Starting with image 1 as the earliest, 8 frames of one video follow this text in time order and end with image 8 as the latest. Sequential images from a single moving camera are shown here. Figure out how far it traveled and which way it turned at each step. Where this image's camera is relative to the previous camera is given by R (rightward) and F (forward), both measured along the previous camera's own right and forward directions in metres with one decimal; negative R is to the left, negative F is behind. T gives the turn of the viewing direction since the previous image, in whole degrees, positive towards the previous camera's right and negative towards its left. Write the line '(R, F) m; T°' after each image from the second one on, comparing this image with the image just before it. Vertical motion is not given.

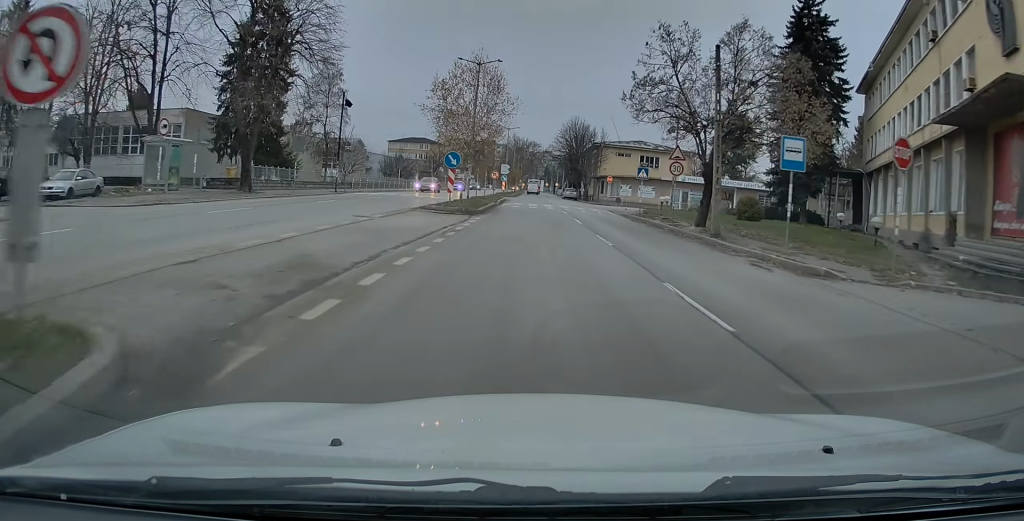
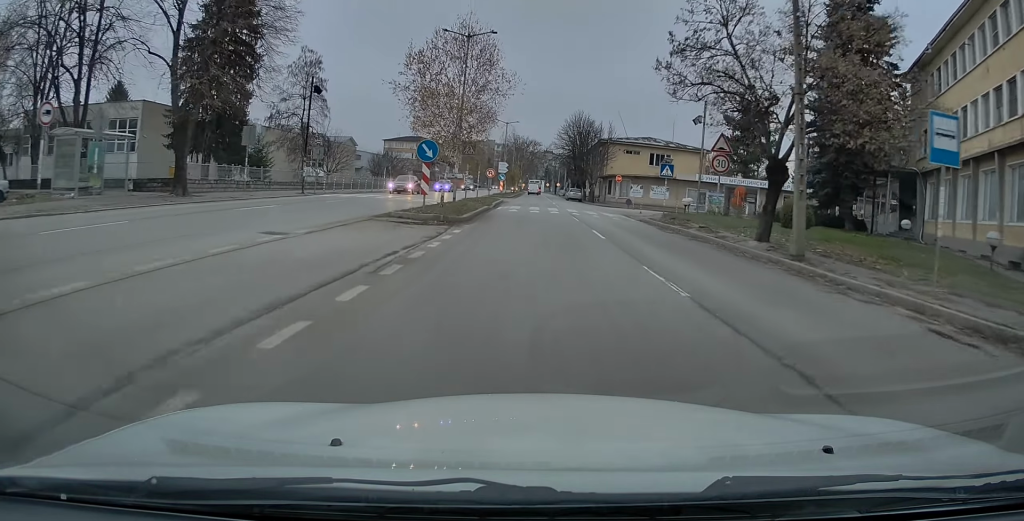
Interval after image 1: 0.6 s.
(+0.1, +6.9) m; 0°
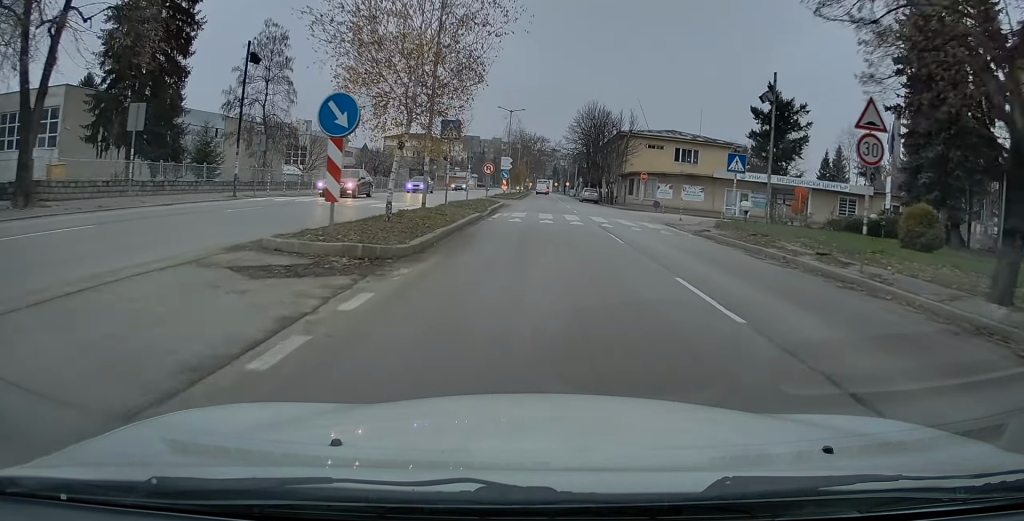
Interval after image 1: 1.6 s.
(-0.1, +10.2) m; -1°
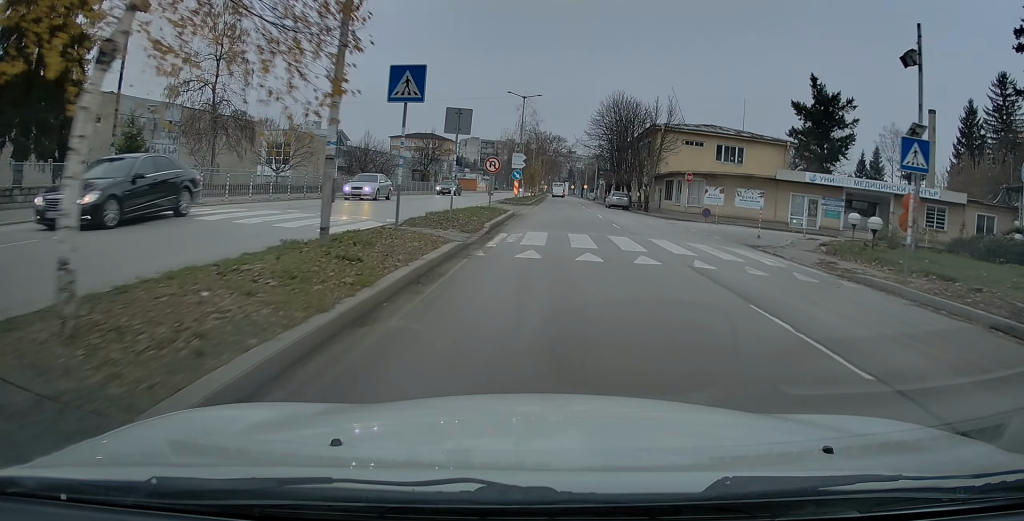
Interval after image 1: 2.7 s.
(-0.1, +10.7) m; 0°
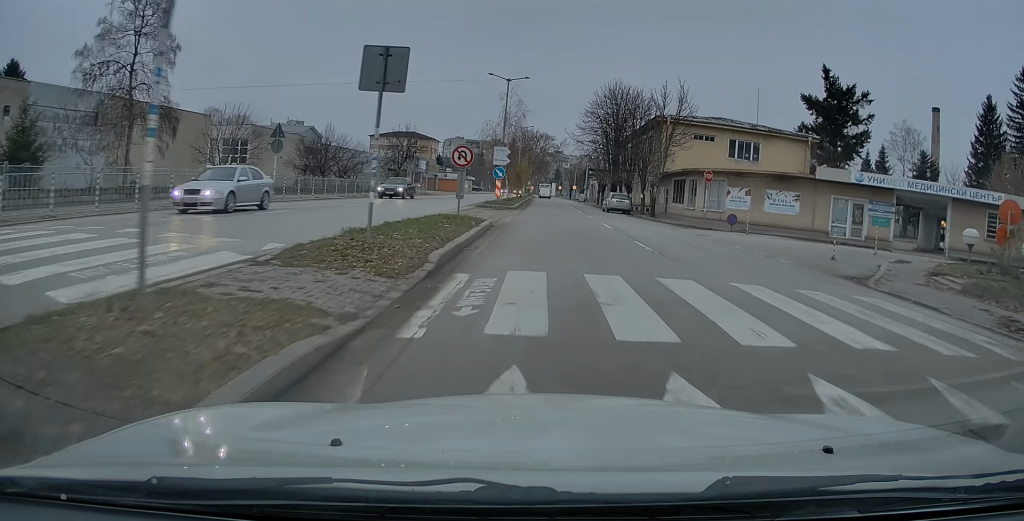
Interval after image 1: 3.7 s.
(0.0, +8.0) m; +1°
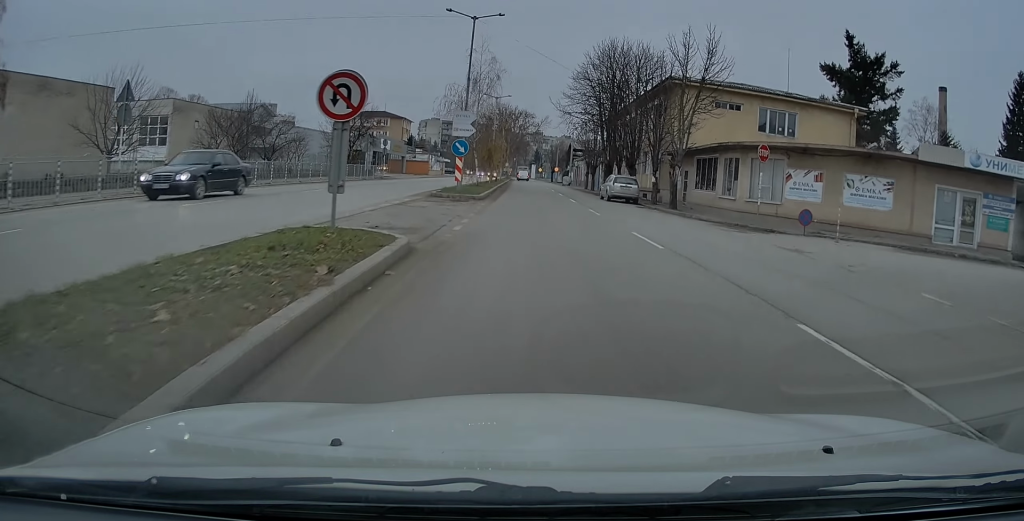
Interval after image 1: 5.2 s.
(+0.3, +11.4) m; +3°
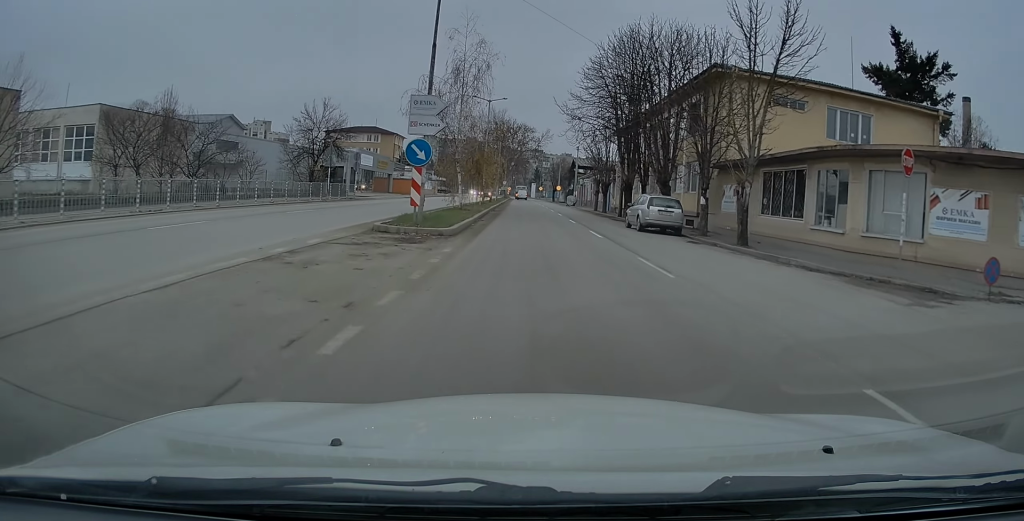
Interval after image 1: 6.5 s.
(+0.2, +10.1) m; 0°
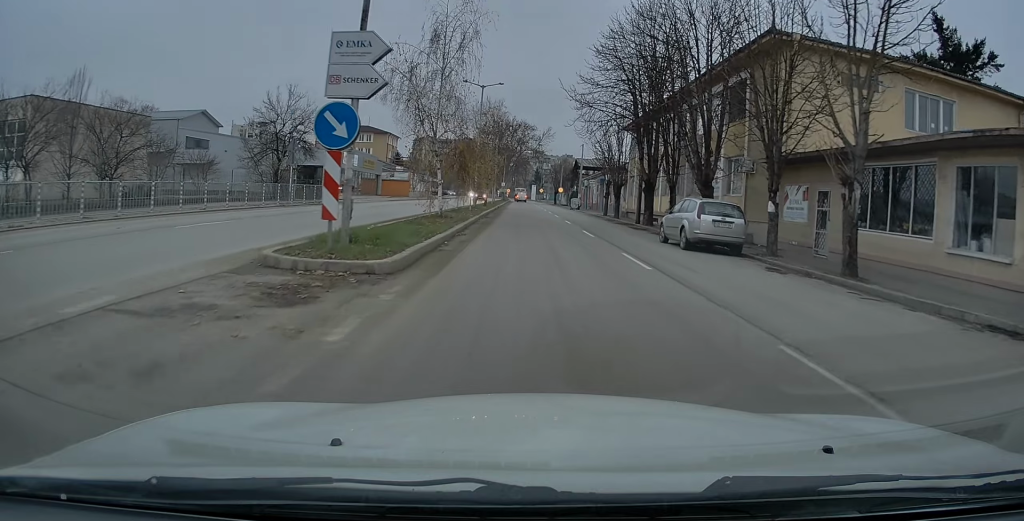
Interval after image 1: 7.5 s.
(-0.1, +7.7) m; -1°
